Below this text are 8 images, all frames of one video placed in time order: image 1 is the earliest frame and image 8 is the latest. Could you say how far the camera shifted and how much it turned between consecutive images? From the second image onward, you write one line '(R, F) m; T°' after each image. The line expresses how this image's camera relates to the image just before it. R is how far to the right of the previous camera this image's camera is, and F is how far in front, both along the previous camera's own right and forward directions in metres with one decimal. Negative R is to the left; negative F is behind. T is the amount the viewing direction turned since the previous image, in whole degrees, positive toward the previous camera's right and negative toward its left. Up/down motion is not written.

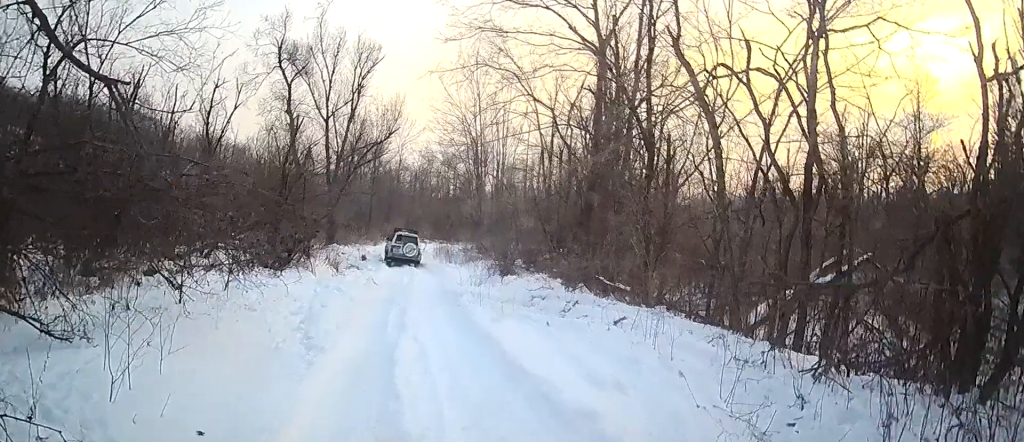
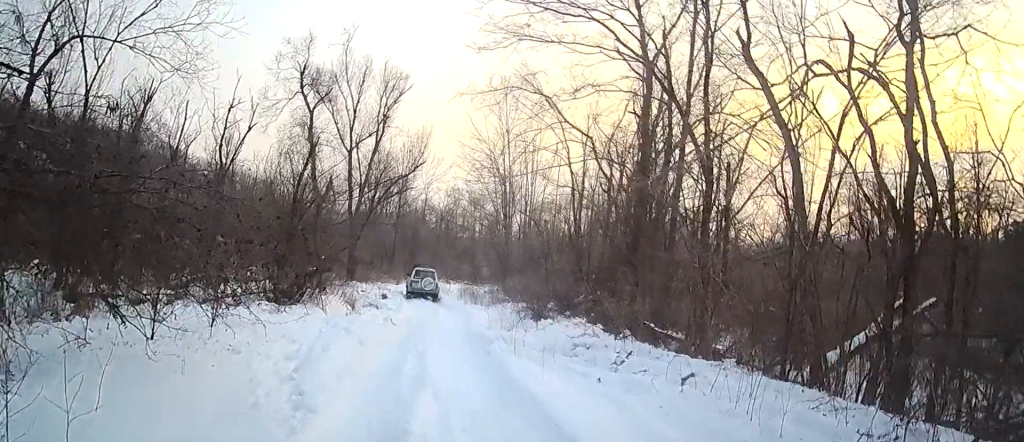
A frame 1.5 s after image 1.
(0.0, +2.0) m; -2°
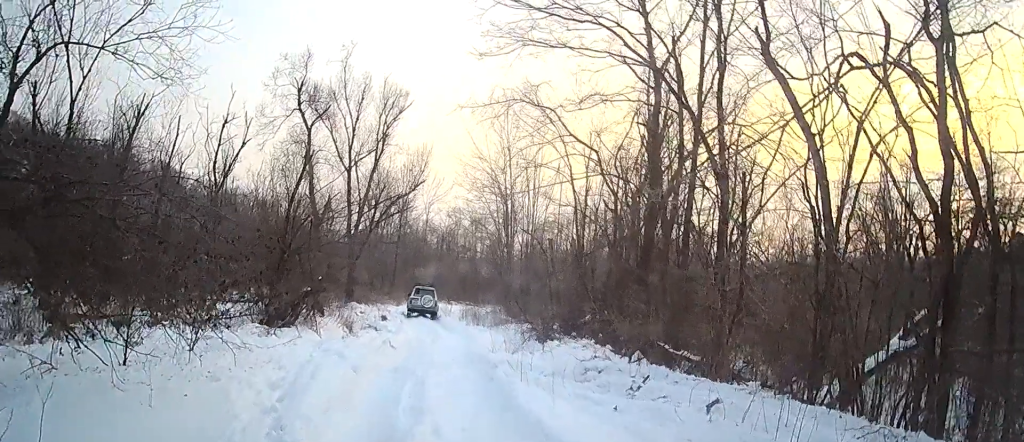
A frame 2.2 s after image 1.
(0.0, +0.9) m; 0°
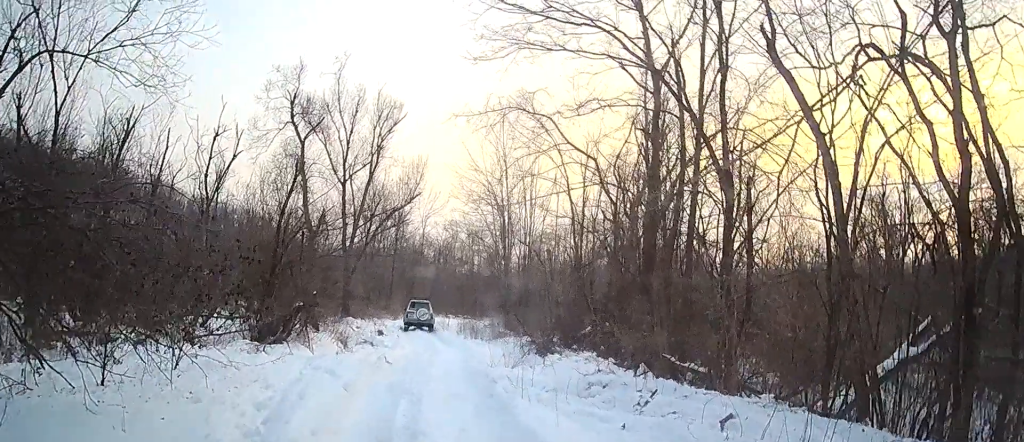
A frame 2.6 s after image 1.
(0.0, +0.5) m; 0°
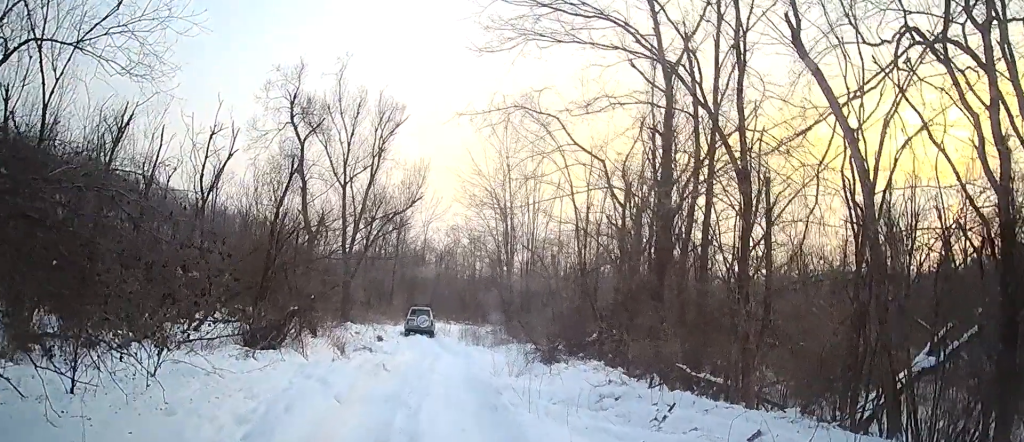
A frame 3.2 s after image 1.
(0.0, +0.8) m; -1°
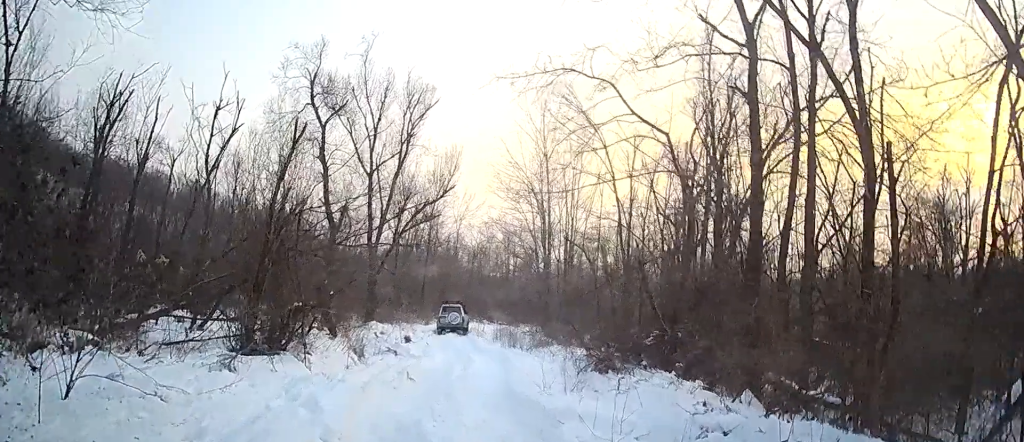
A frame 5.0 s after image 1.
(-0.1, +2.9) m; -1°
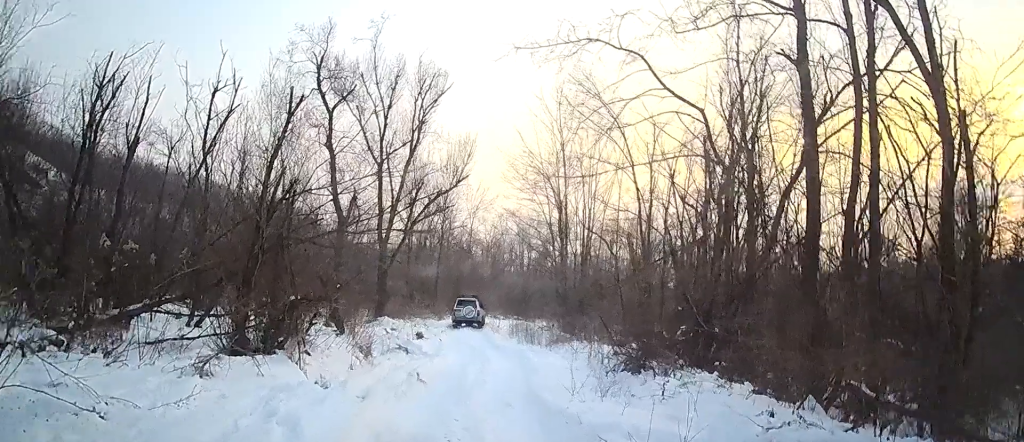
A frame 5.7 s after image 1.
(0.0, +1.2) m; +1°
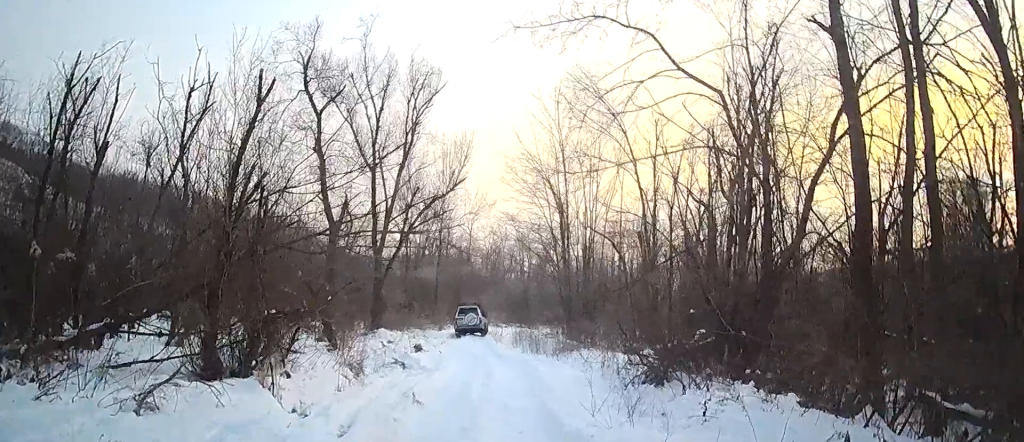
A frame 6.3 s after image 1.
(+0.1, +1.2) m; -2°
